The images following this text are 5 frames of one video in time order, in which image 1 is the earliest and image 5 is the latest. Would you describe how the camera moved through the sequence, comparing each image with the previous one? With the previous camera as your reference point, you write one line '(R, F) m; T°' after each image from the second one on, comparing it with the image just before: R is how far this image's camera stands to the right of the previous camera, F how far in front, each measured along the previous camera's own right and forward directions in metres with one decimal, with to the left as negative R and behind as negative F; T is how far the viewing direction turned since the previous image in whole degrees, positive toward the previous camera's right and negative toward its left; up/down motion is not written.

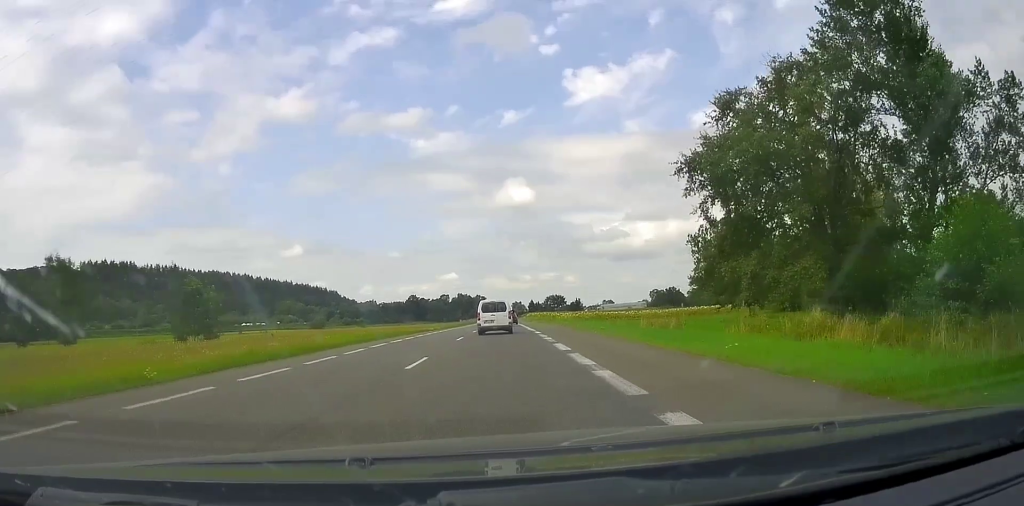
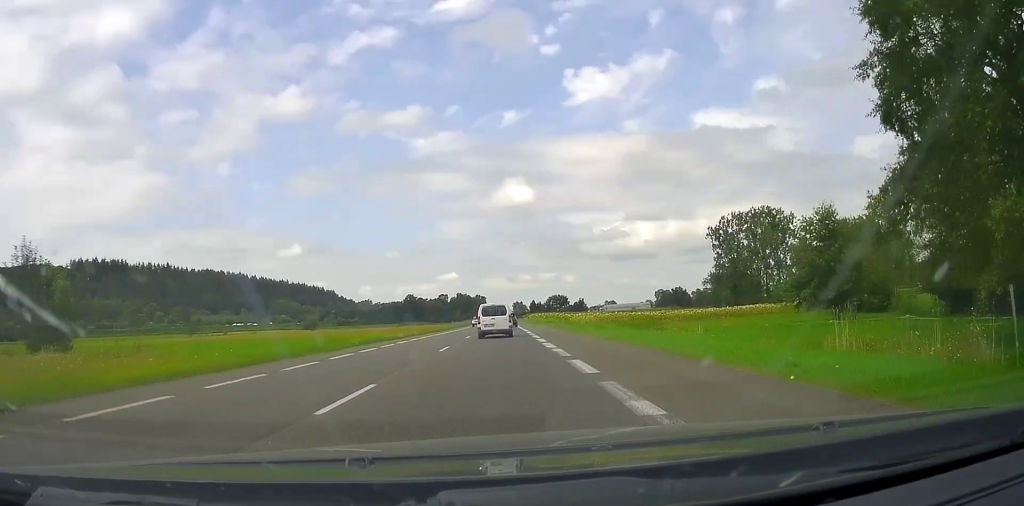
(+0.1, +19.0) m; +1°
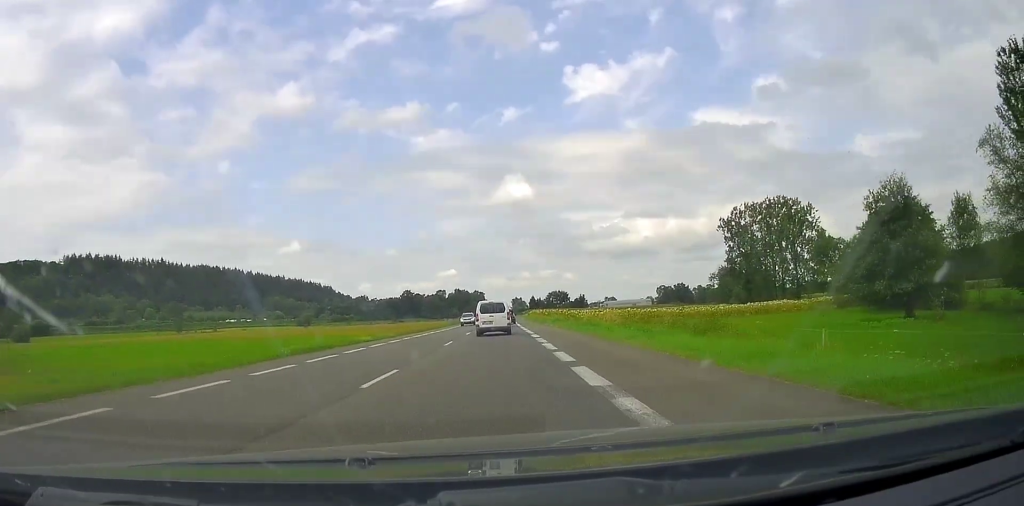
(0.0, +10.5) m; 0°
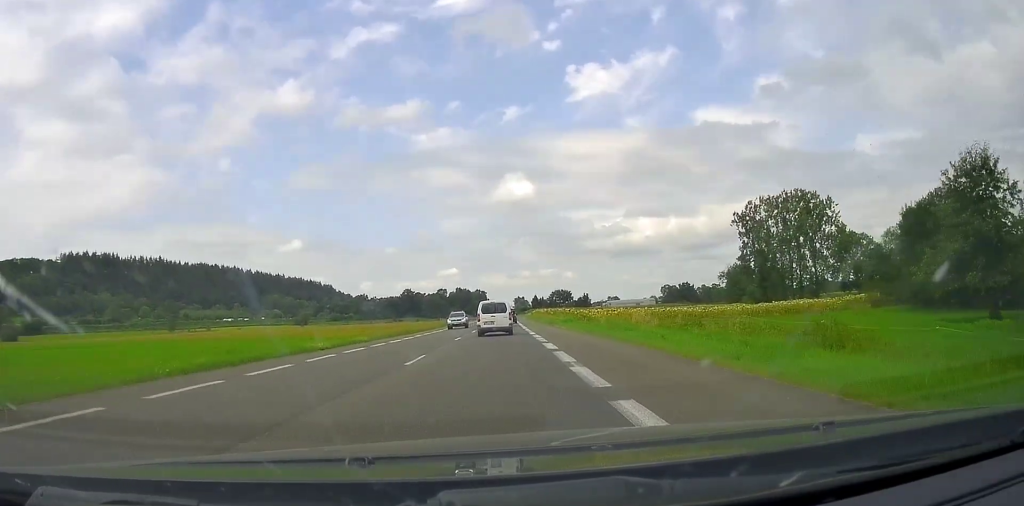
(0.0, +8.9) m; 0°
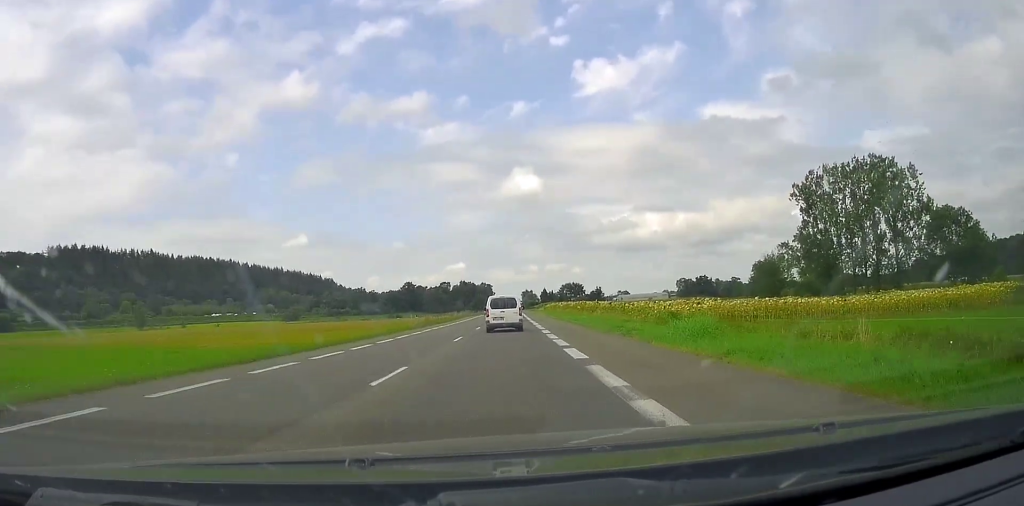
(-0.2, +30.9) m; -2°
